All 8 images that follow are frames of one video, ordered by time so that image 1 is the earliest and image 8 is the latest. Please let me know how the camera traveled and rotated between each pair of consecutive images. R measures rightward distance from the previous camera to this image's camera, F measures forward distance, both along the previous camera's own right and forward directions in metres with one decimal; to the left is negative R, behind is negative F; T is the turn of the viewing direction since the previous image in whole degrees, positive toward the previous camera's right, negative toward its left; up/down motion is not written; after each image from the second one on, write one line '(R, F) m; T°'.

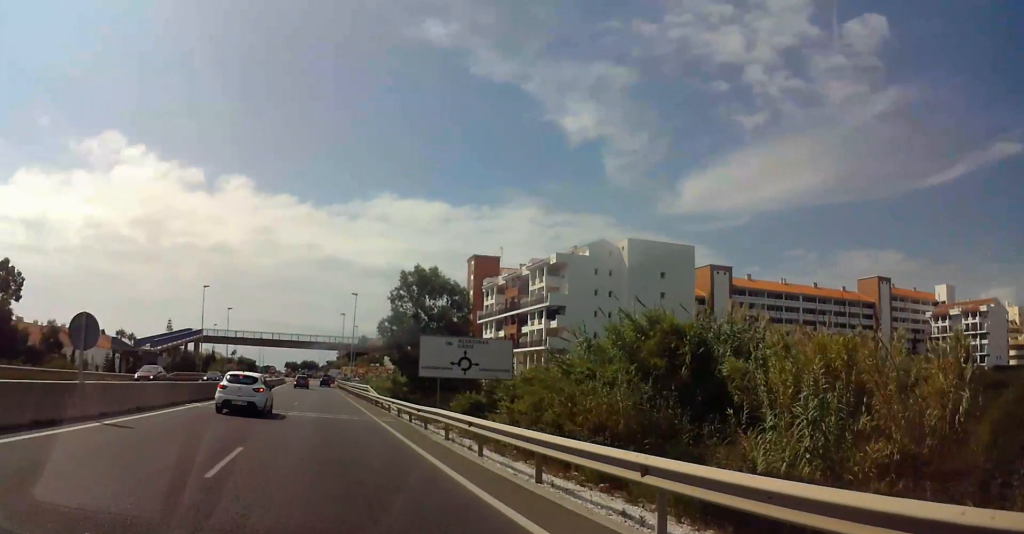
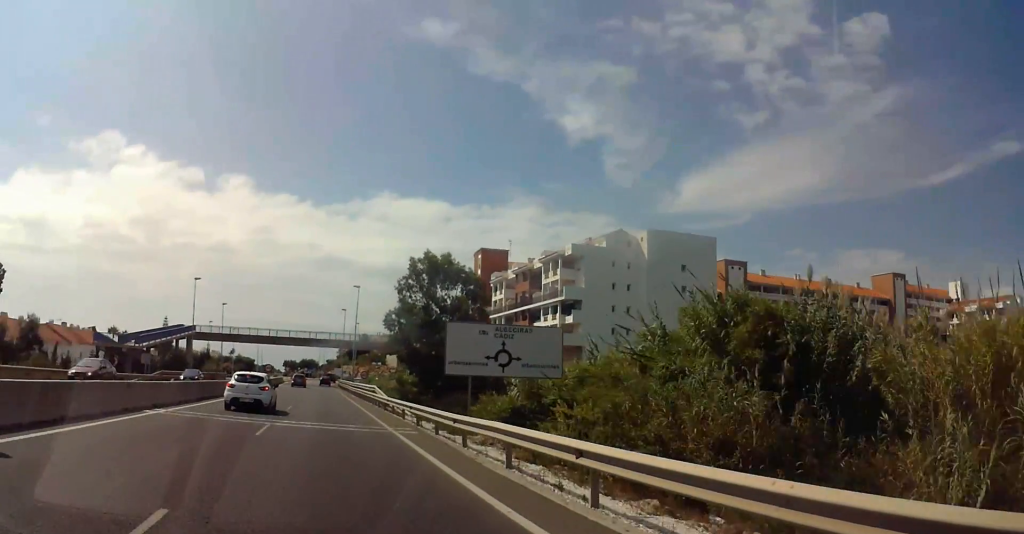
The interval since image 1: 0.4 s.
(-0.2, +6.3) m; 0°
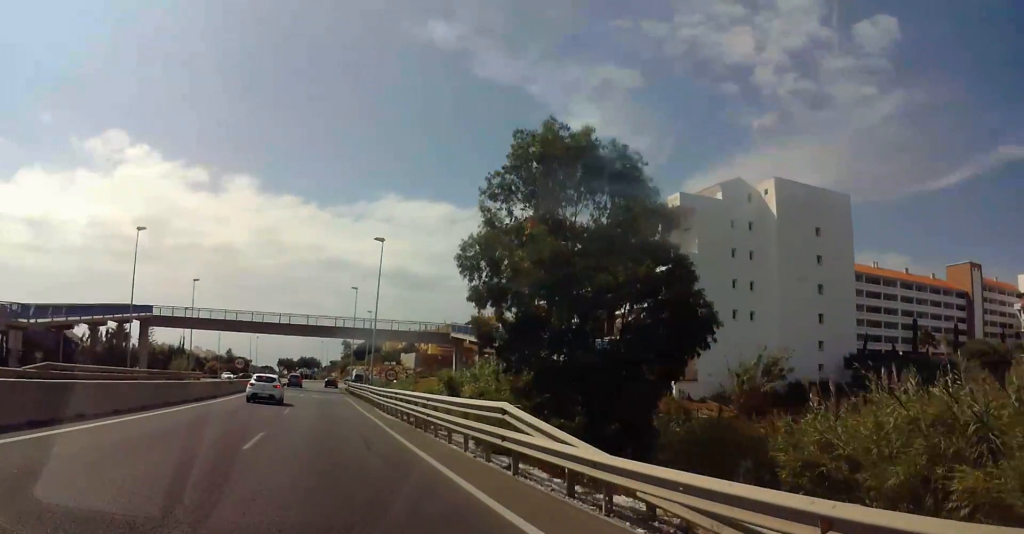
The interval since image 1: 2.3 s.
(+0.6, +29.5) m; +2°
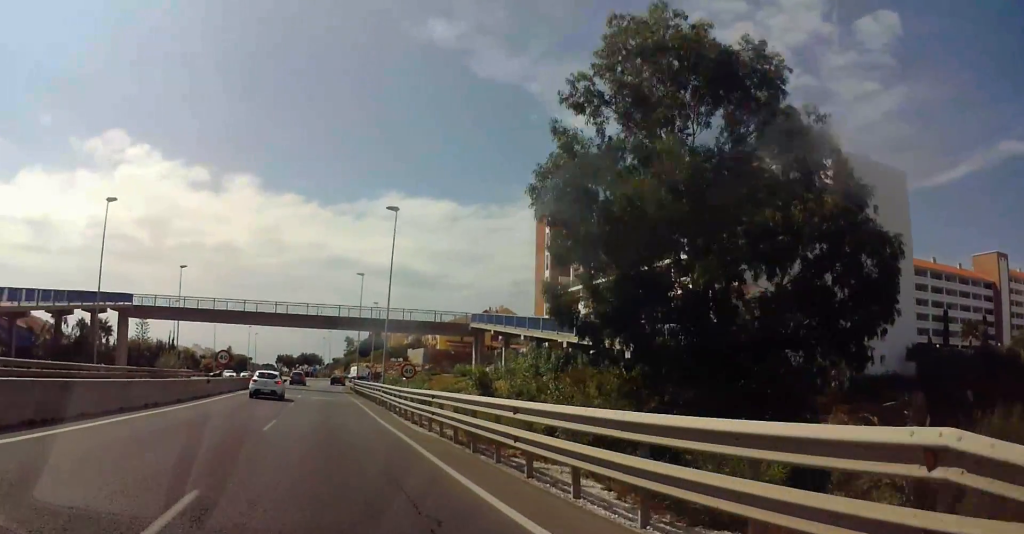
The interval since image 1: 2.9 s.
(-0.1, +9.0) m; 0°
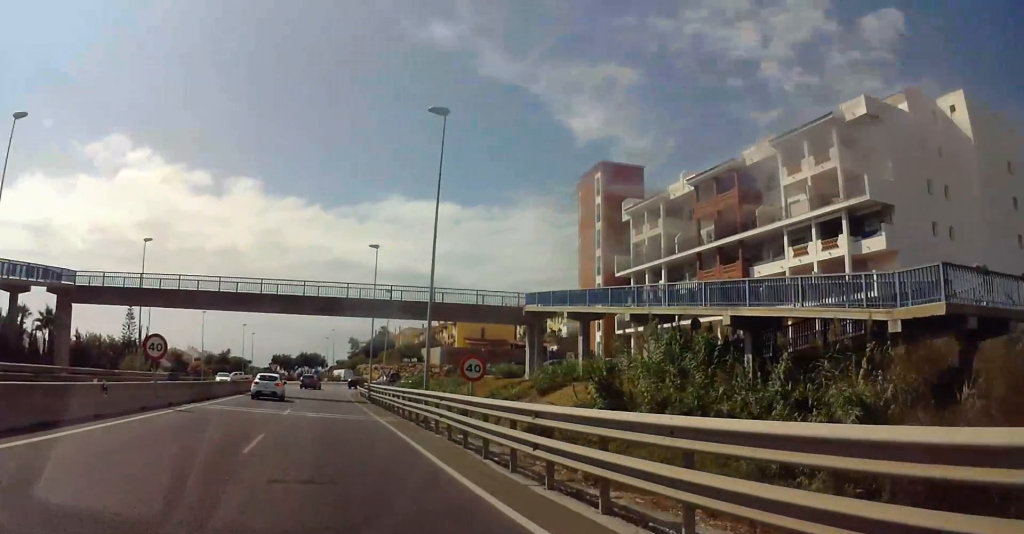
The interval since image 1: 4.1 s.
(+0.2, +17.0) m; +1°
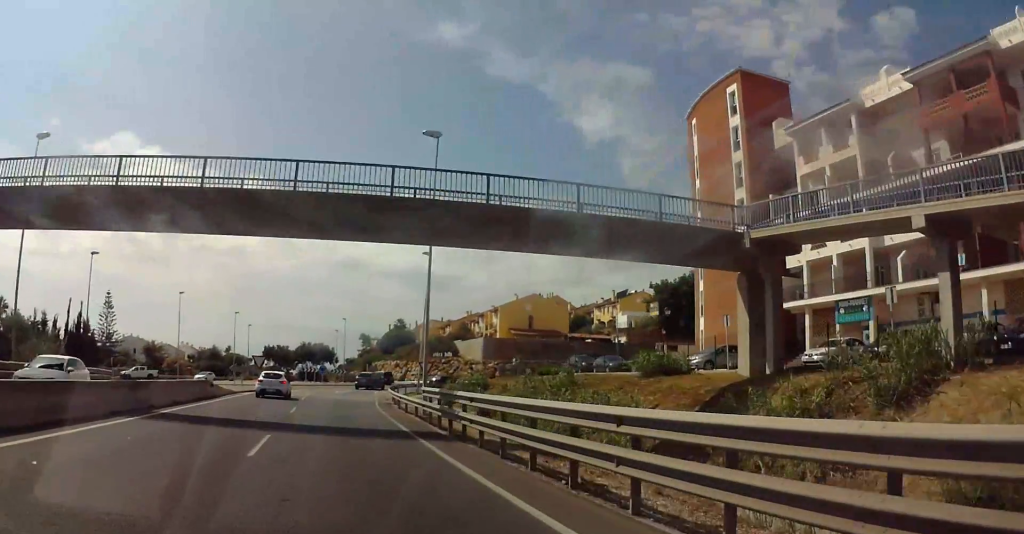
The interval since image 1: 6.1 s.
(-0.2, +26.0) m; -1°
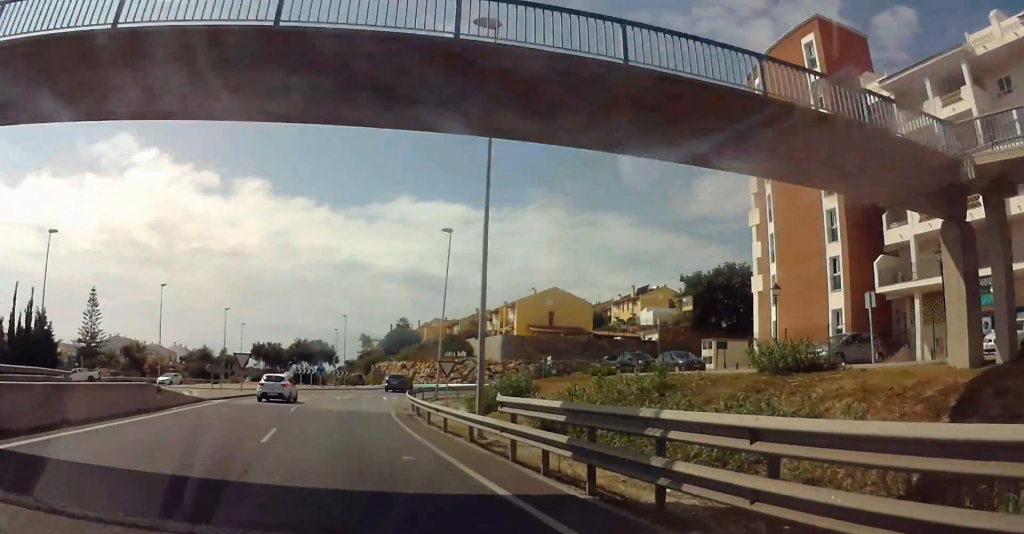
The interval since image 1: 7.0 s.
(-0.2, +10.6) m; +1°
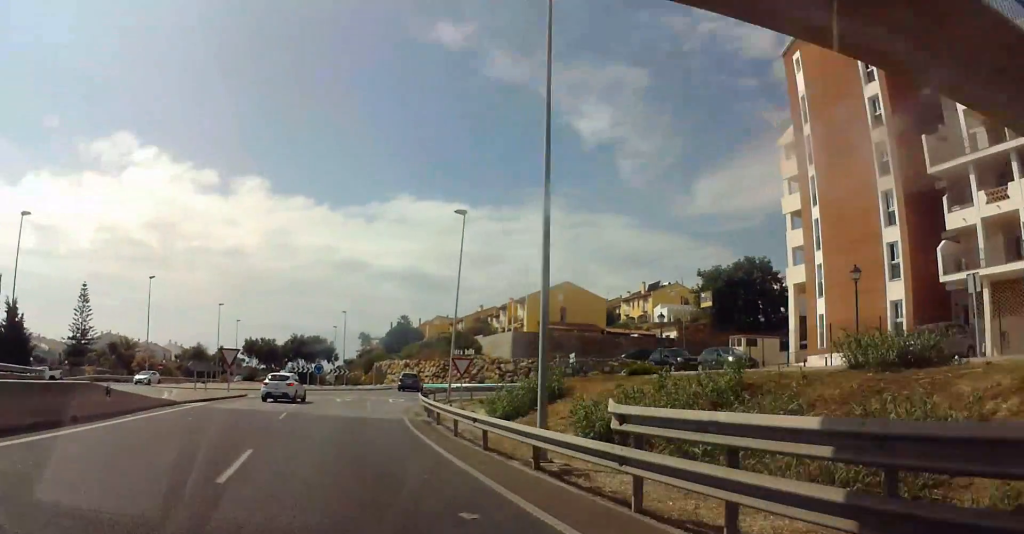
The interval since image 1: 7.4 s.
(+0.2, +5.4) m; +2°
